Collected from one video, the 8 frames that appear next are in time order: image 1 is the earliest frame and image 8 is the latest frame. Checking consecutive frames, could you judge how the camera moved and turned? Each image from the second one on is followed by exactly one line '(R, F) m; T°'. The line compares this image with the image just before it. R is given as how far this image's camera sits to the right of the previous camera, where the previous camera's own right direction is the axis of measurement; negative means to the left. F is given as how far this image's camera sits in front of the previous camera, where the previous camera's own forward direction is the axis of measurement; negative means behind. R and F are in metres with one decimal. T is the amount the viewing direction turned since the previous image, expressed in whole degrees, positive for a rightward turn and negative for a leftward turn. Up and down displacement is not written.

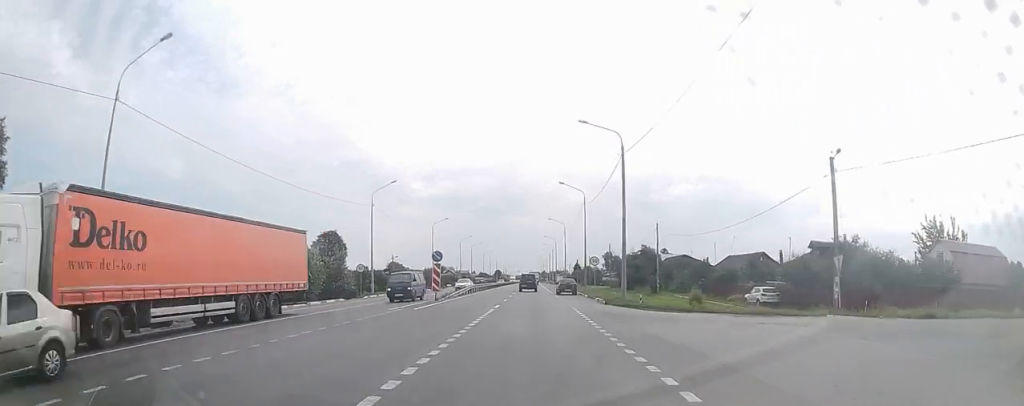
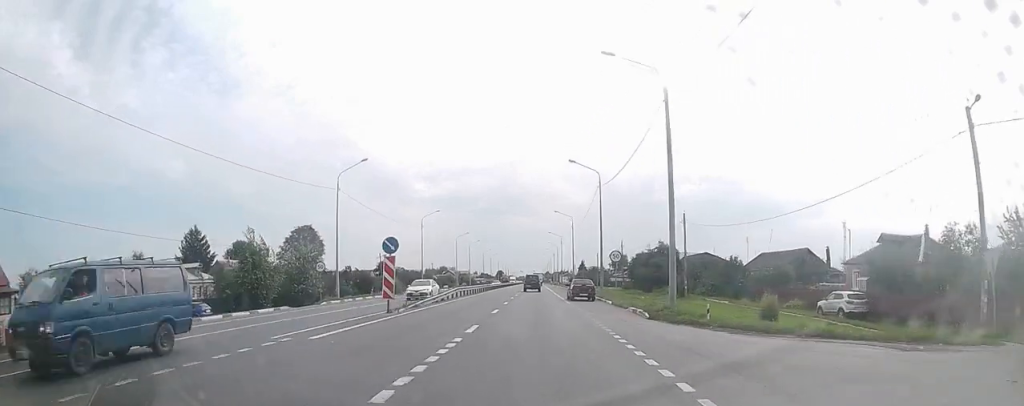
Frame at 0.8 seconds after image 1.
(0.0, +11.6) m; -1°
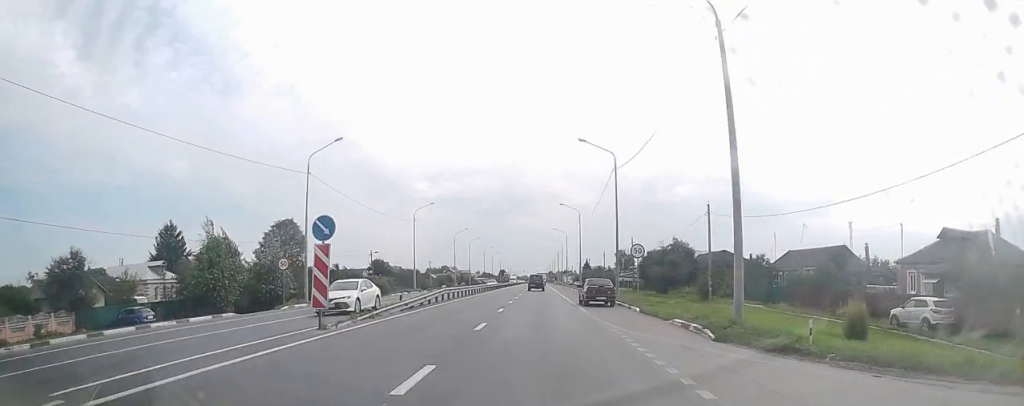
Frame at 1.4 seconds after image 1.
(-0.1, +7.4) m; -1°
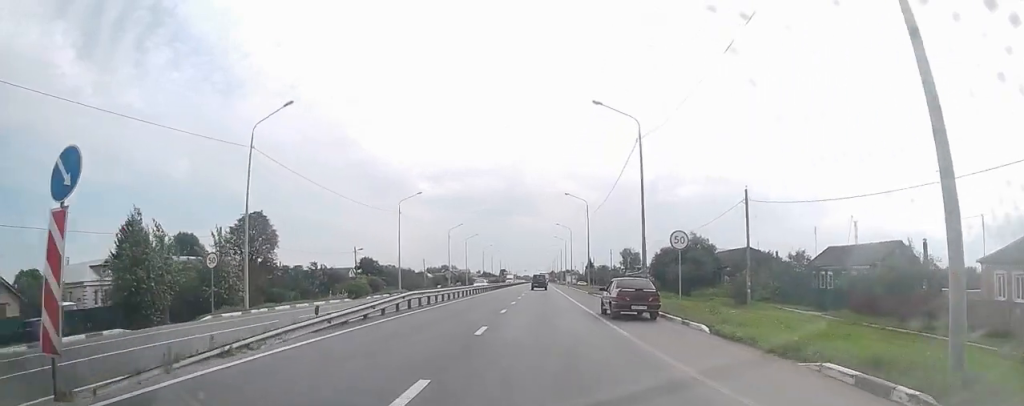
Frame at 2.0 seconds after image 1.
(0.0, +9.3) m; 0°
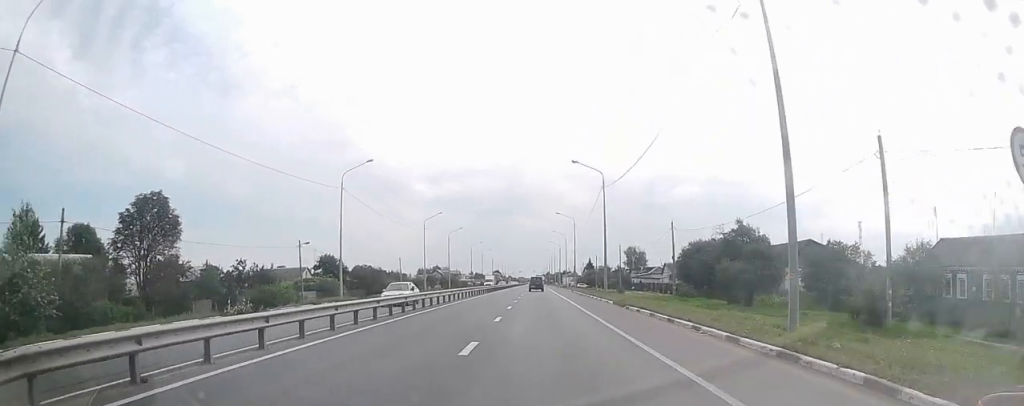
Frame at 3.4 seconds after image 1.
(0.0, +19.1) m; 0°
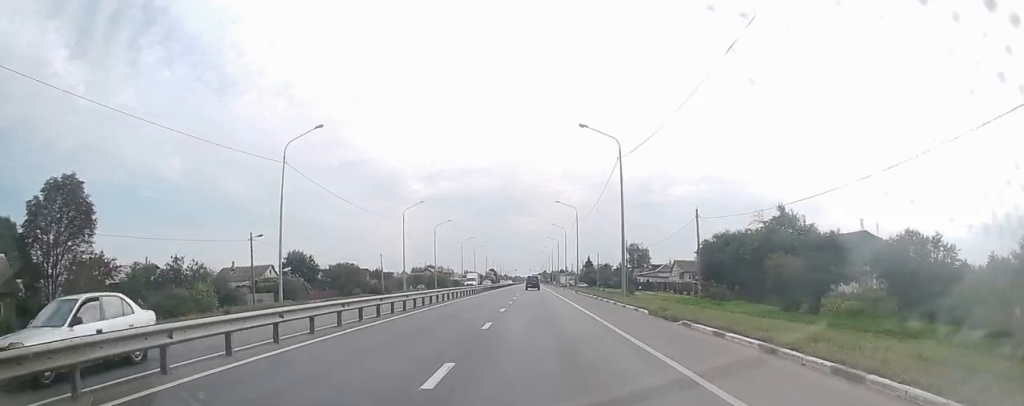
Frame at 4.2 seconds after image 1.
(-0.1, +11.3) m; +1°
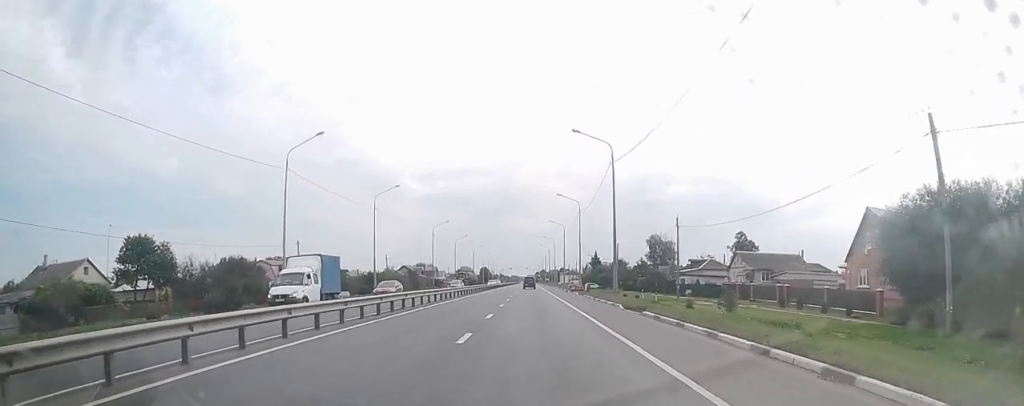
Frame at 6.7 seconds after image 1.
(-0.2, +35.1) m; -2°
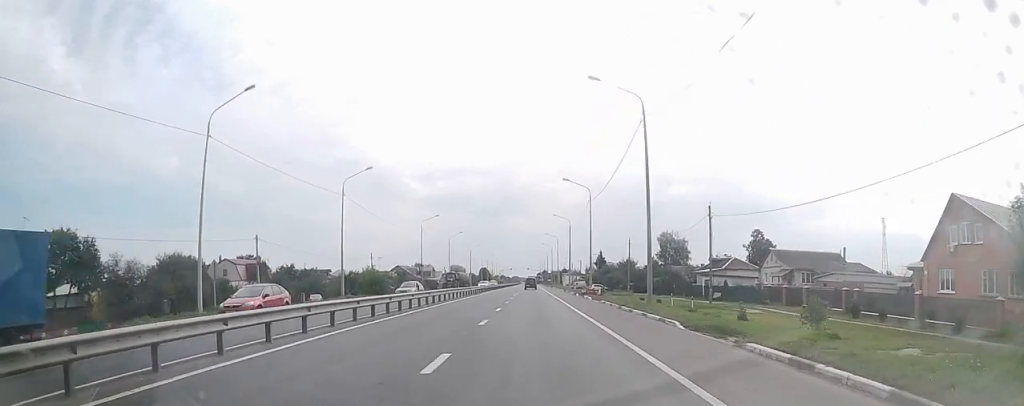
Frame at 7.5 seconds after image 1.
(-0.2, +10.8) m; +1°
